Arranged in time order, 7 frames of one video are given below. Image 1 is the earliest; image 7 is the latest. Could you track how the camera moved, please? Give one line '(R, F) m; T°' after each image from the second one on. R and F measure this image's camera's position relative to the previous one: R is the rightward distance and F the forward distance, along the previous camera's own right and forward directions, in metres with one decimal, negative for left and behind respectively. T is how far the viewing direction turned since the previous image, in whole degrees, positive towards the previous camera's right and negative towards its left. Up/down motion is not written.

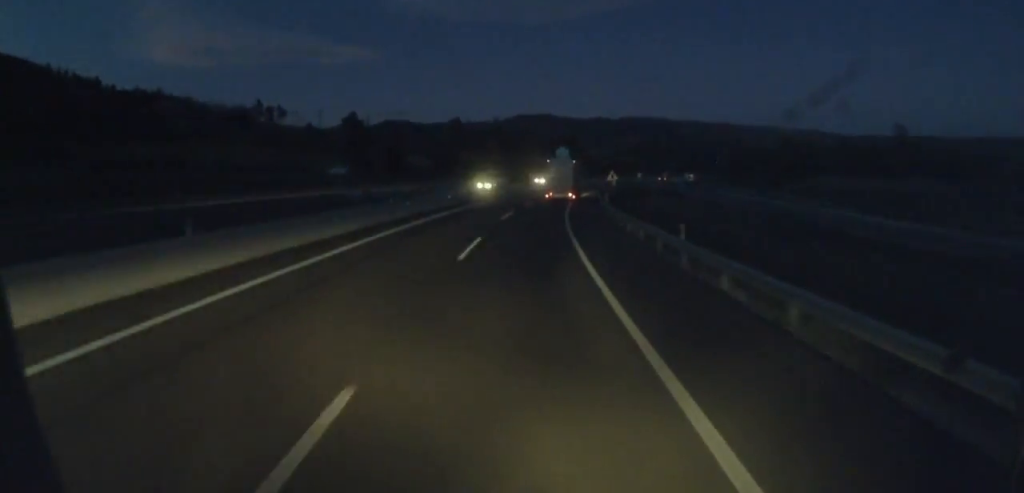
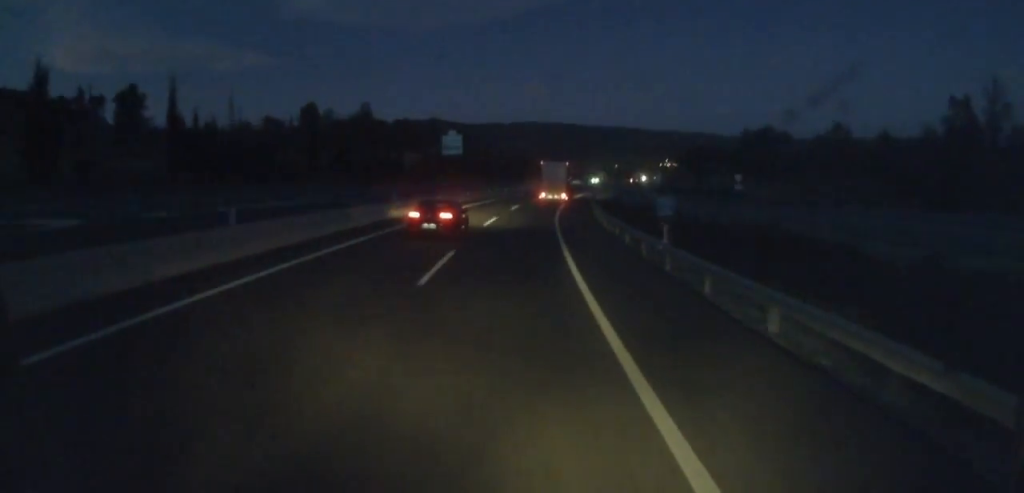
(+3.7, +74.5) m; +7°
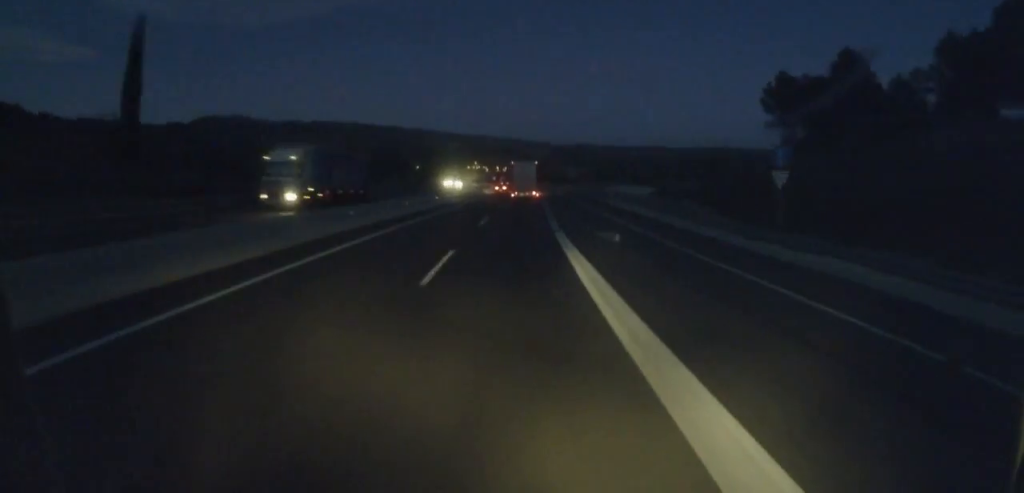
(+31.5, +186.9) m; +16°
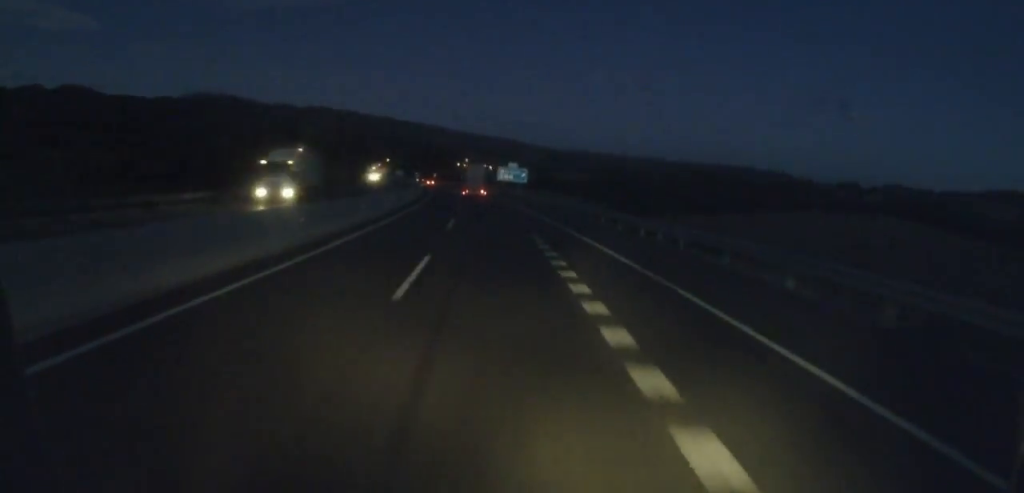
(+7.8, +141.3) m; +4°
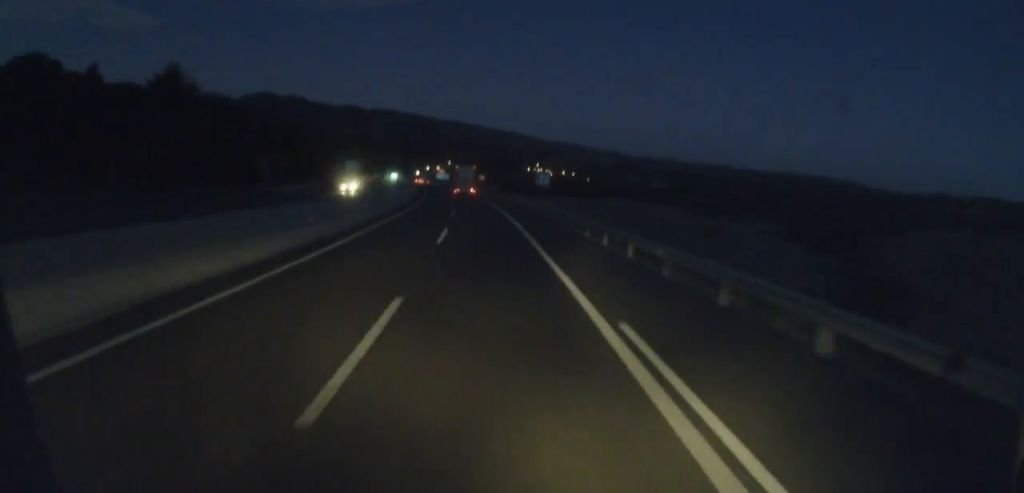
(-1.0, +109.9) m; -2°
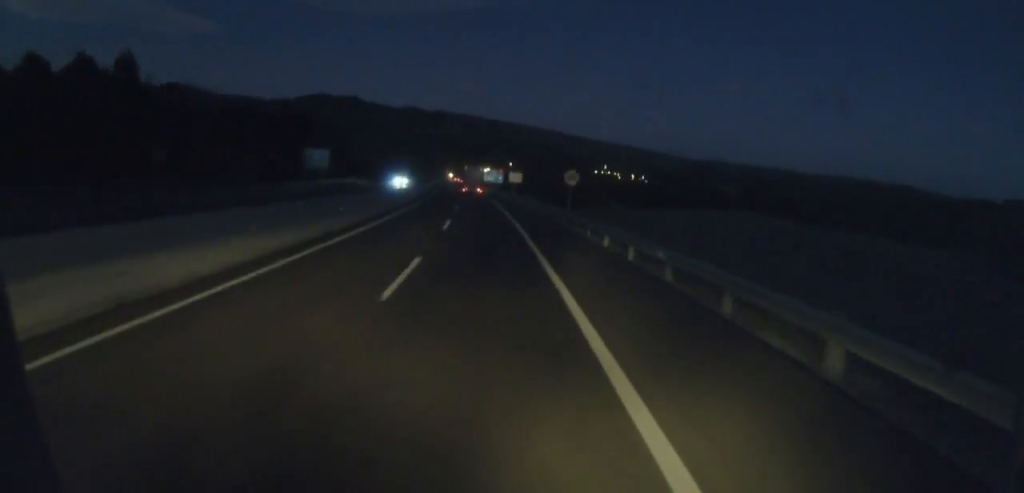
(-1.3, +79.6) m; -3°
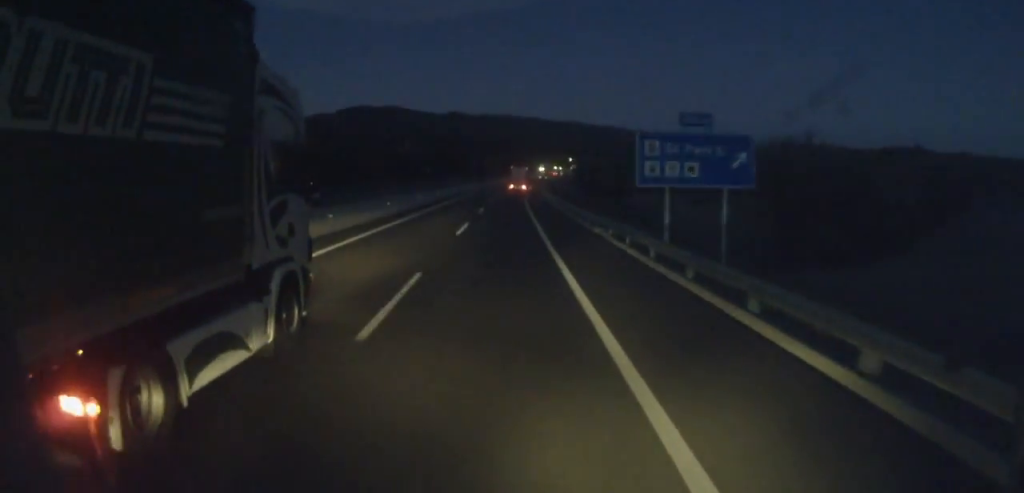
(-7.4, +136.2) m; -4°
